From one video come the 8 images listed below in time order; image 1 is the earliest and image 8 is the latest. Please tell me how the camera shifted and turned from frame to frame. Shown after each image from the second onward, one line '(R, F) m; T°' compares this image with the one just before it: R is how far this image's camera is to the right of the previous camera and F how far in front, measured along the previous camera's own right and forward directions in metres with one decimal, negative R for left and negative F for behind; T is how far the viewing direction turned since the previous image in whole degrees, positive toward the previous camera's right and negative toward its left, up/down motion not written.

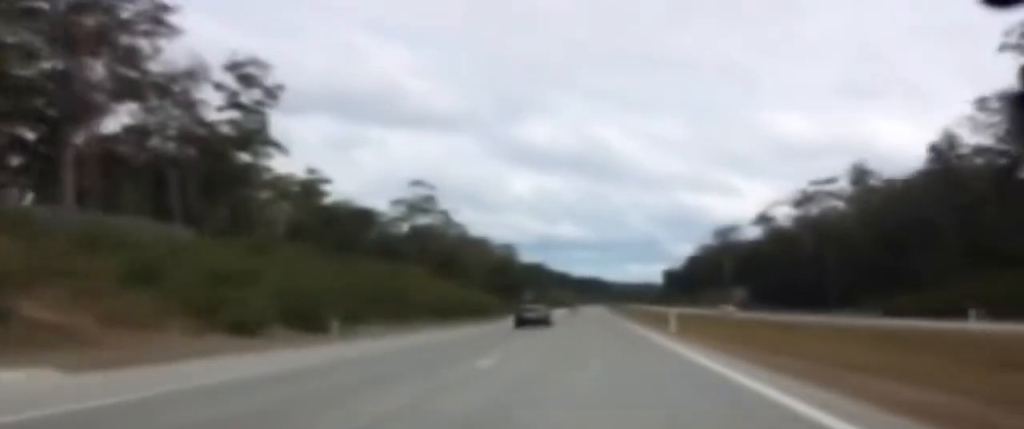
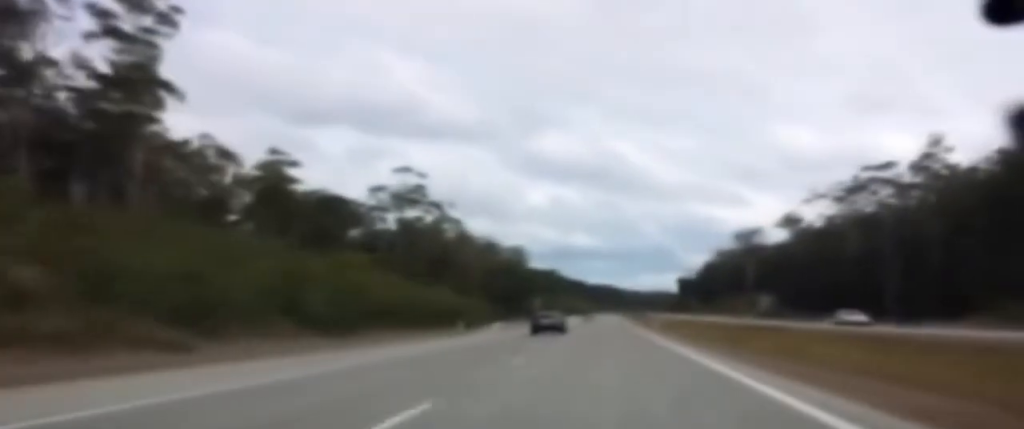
(+0.2, +34.5) m; 0°
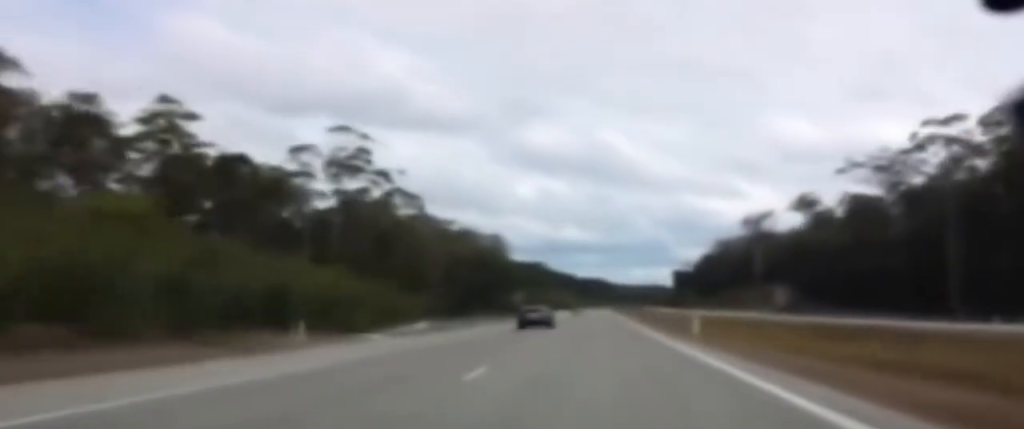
(0.0, +31.5) m; 0°
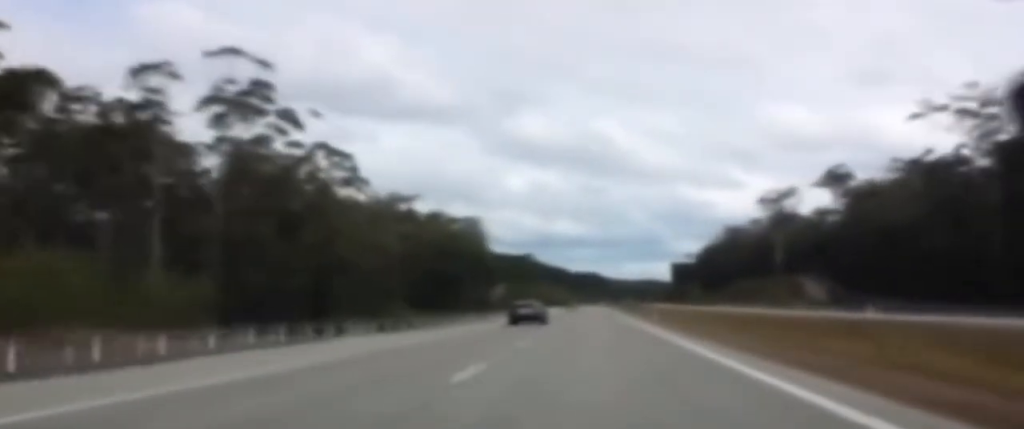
(+0.1, +38.6) m; 0°
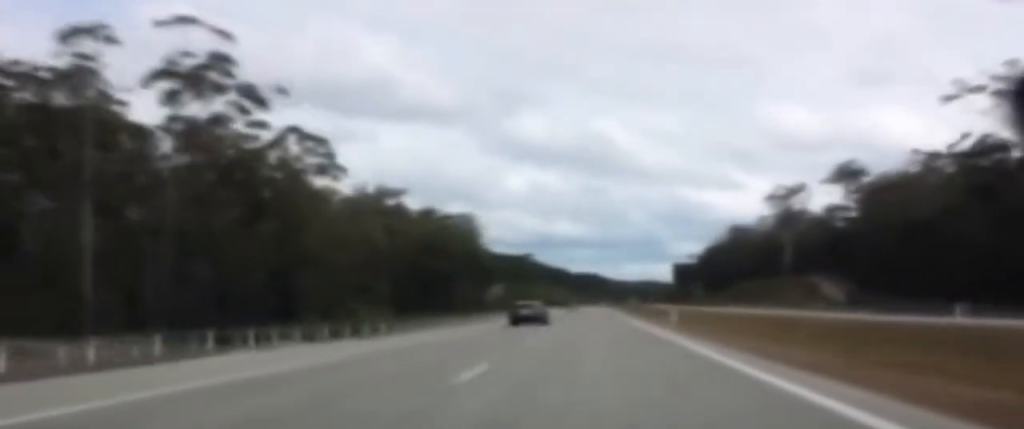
(0.0, +12.2) m; 0°
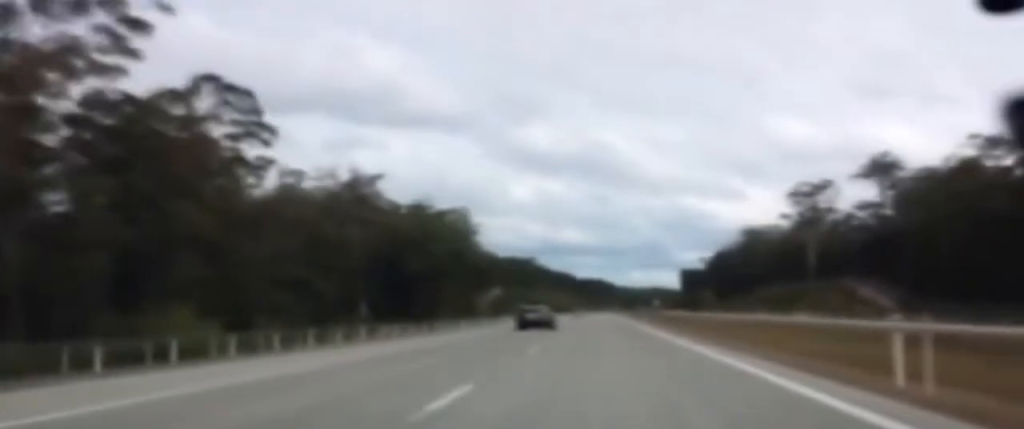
(-0.1, +29.6) m; 0°
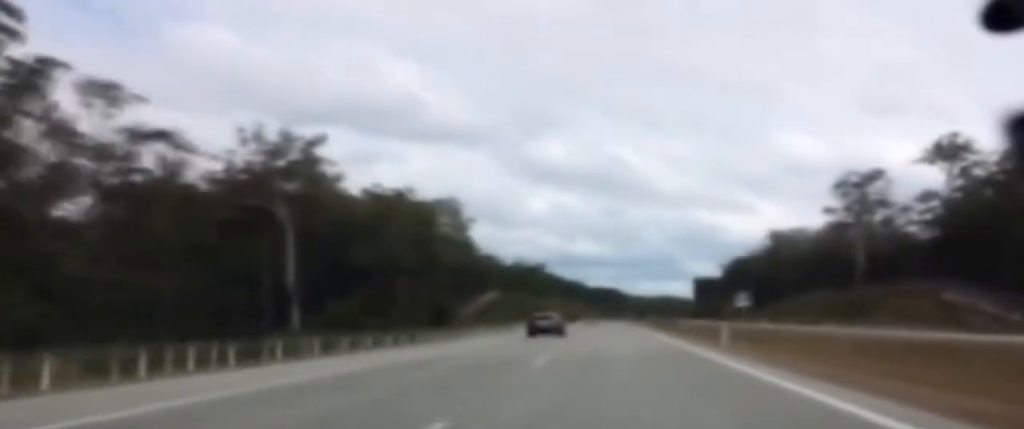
(+0.2, +41.7) m; 0°
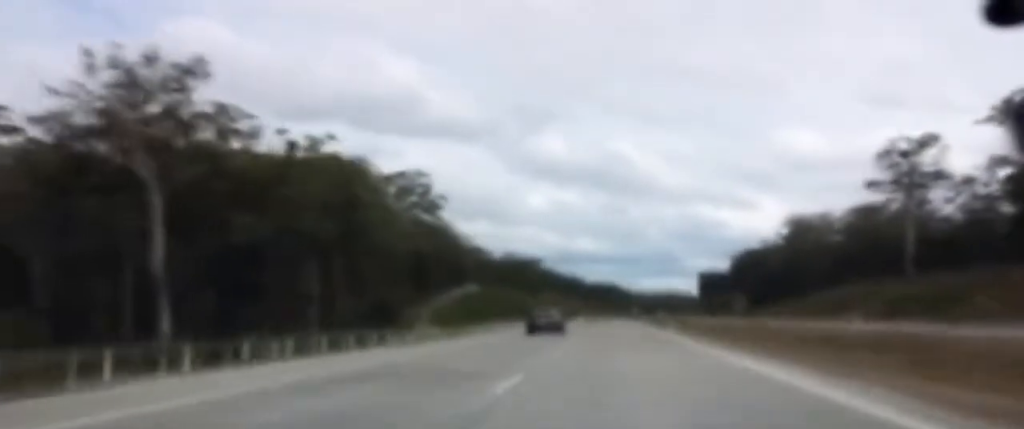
(-0.1, +31.4) m; 0°
